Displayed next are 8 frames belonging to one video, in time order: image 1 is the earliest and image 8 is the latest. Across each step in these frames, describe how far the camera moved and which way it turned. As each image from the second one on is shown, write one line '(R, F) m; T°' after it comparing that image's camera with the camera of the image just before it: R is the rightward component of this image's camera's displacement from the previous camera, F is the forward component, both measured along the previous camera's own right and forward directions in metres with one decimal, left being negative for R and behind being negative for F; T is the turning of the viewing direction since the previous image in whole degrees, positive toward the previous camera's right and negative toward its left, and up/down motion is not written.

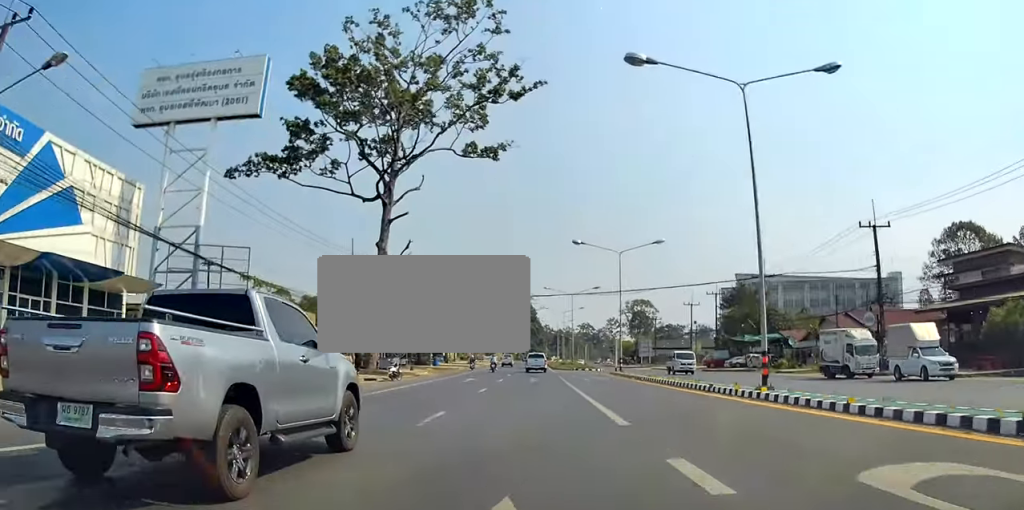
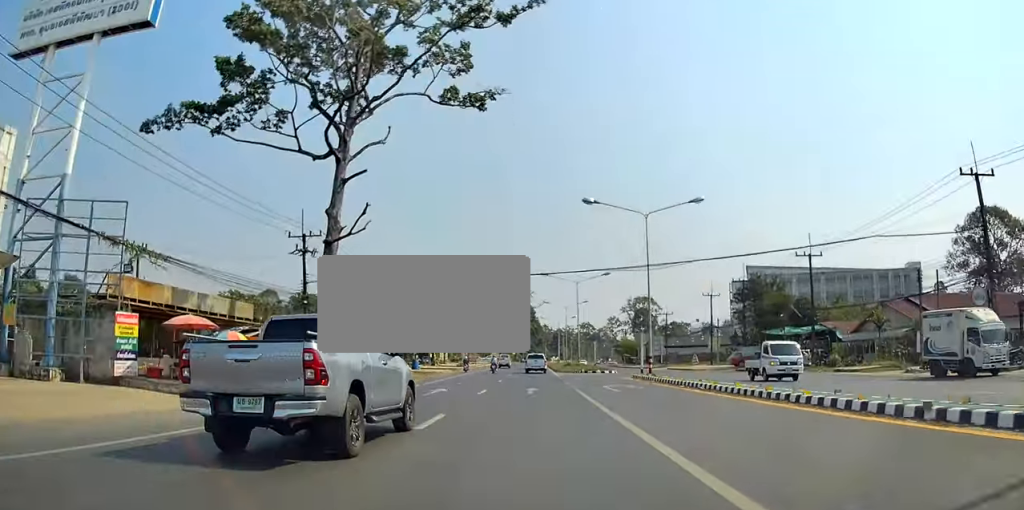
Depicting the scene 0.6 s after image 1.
(-0.3, +11.9) m; -1°
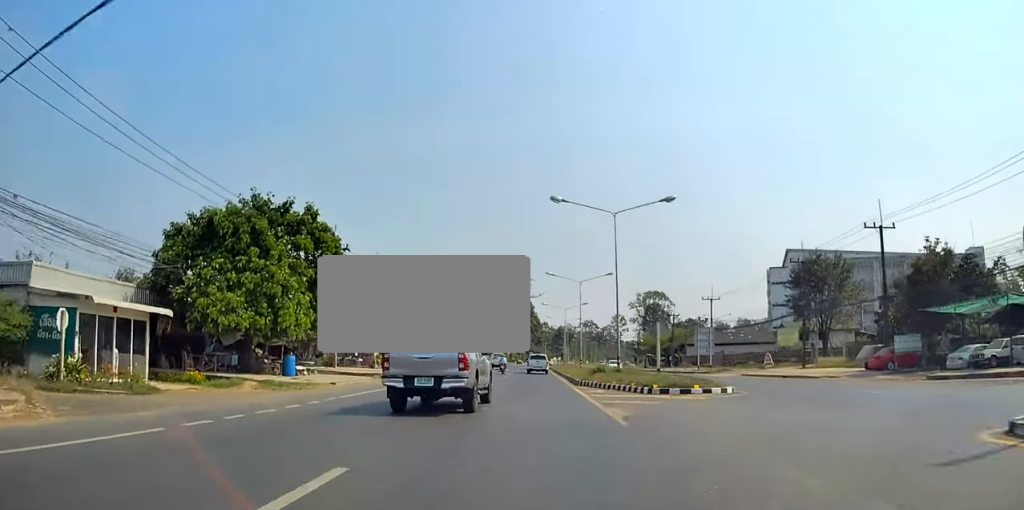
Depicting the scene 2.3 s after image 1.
(-0.1, +32.3) m; +1°
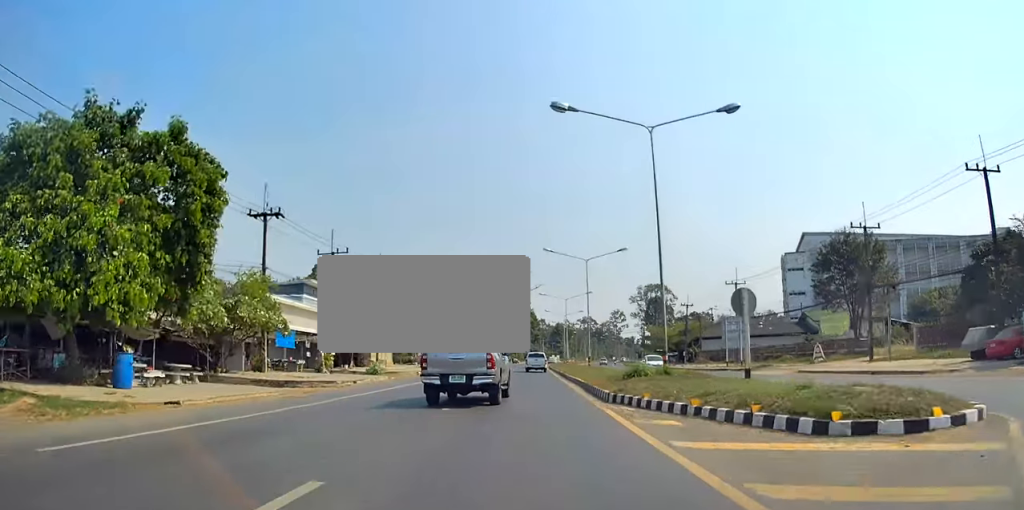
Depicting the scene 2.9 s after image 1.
(+0.2, +12.6) m; 0°
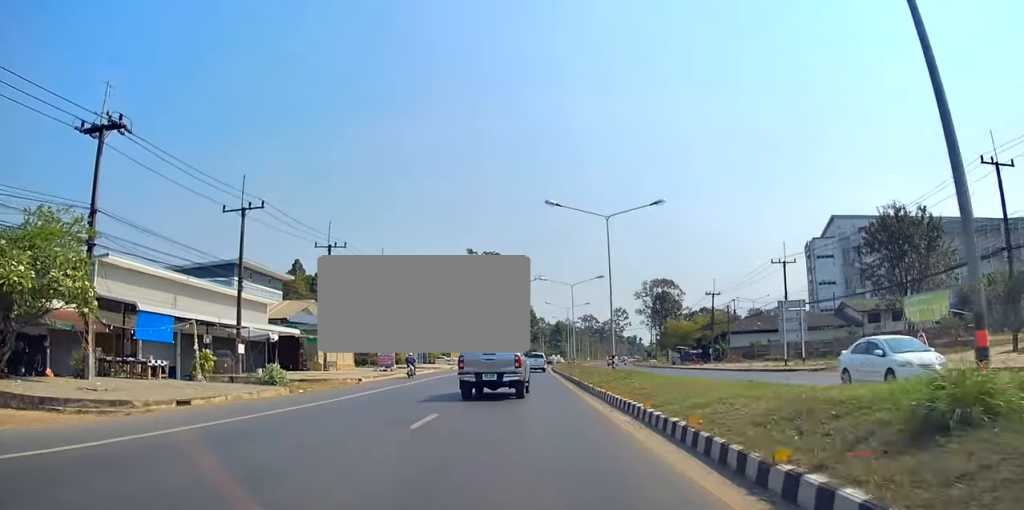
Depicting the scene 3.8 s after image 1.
(-0.2, +15.6) m; 0°
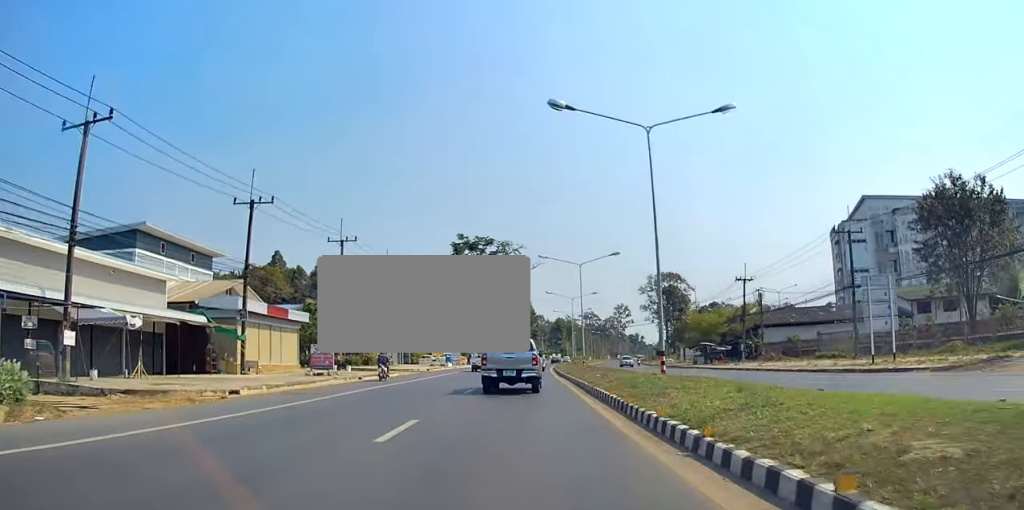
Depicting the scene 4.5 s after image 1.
(0.0, +14.5) m; 0°
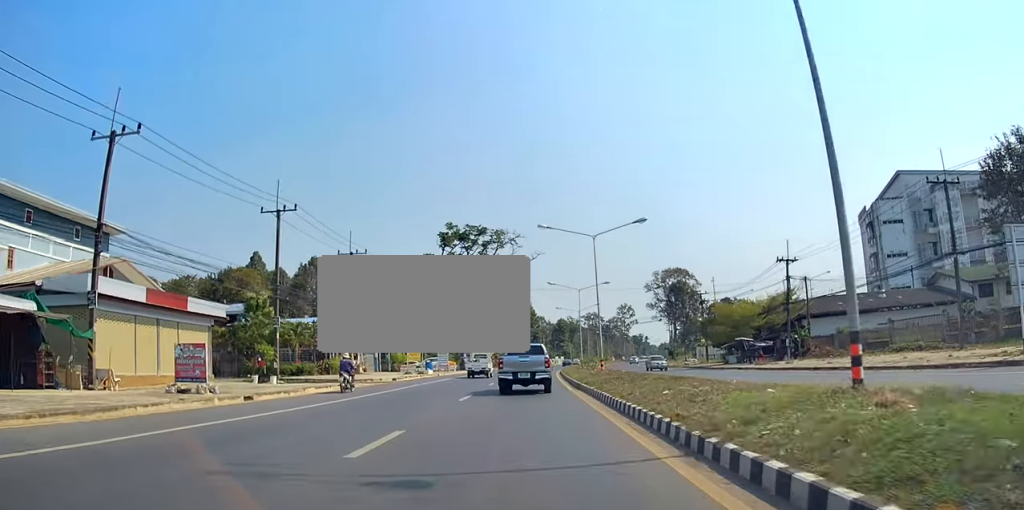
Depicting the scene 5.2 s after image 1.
(0.0, +13.5) m; 0°
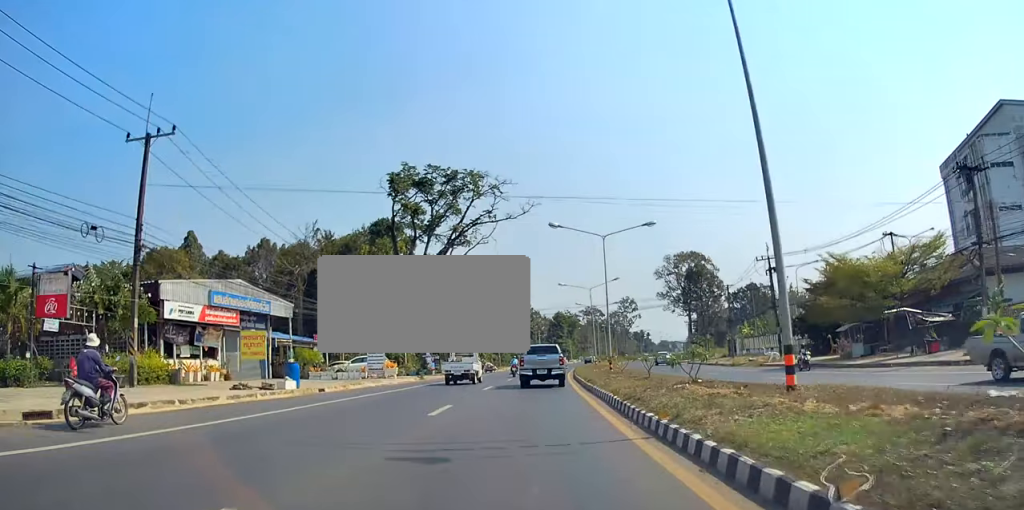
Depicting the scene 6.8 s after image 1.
(0.0, +28.7) m; +2°
